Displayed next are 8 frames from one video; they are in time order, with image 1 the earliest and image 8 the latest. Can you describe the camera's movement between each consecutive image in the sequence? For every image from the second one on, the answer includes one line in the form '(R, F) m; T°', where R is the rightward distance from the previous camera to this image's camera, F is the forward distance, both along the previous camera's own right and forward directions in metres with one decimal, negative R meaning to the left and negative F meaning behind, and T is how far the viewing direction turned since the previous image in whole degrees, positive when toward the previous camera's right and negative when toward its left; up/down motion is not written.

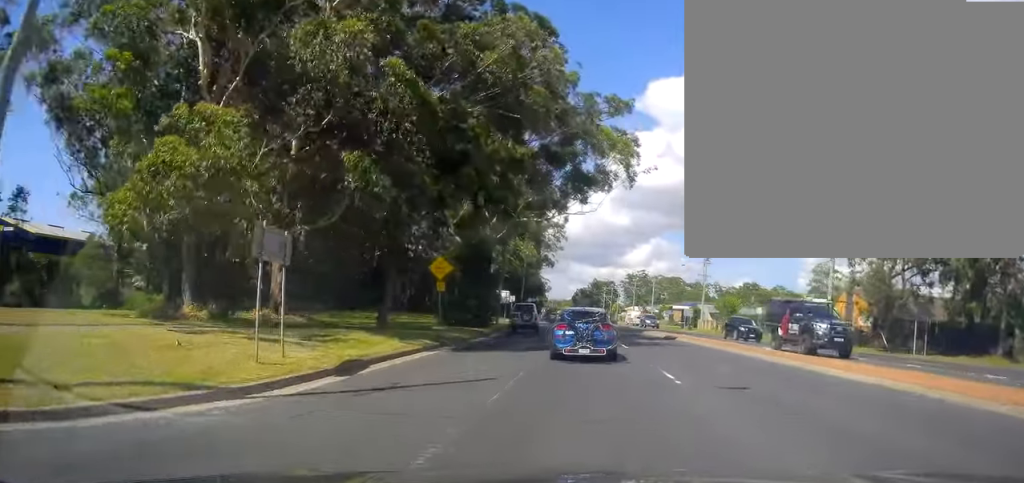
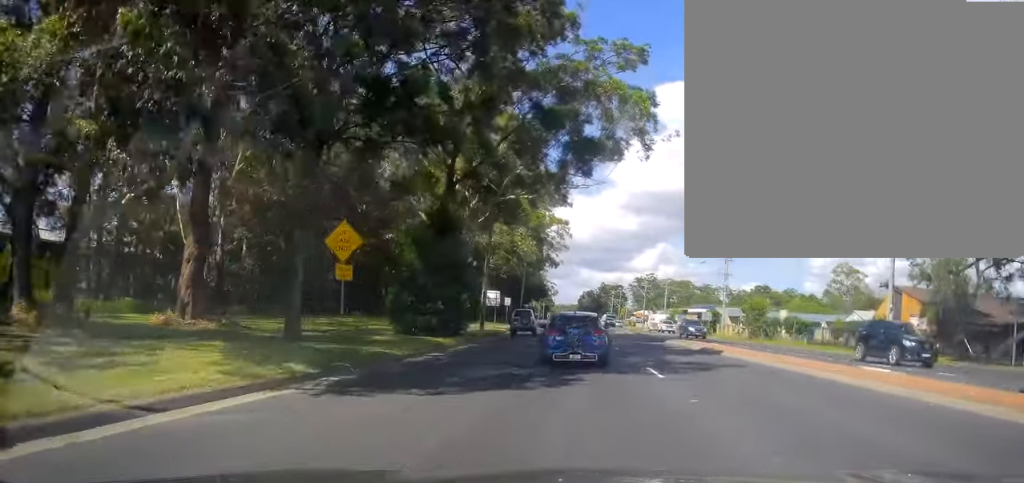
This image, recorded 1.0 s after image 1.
(+0.5, +10.1) m; +1°
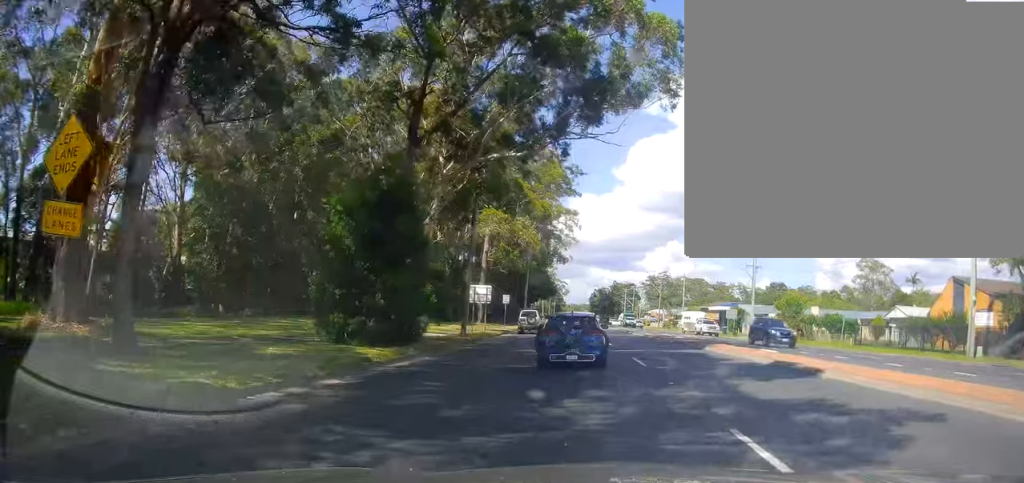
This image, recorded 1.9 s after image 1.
(-0.3, +9.1) m; -4°
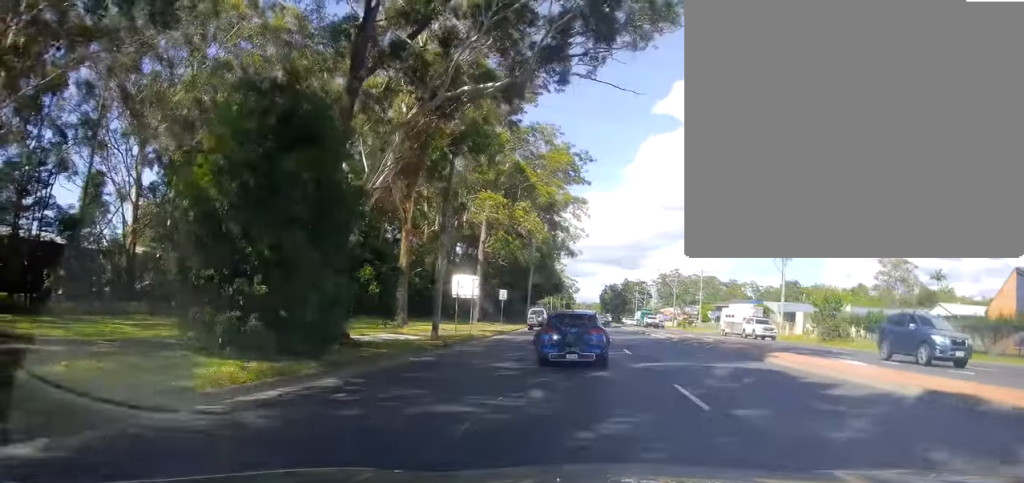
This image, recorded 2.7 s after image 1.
(-0.3, +7.5) m; -2°
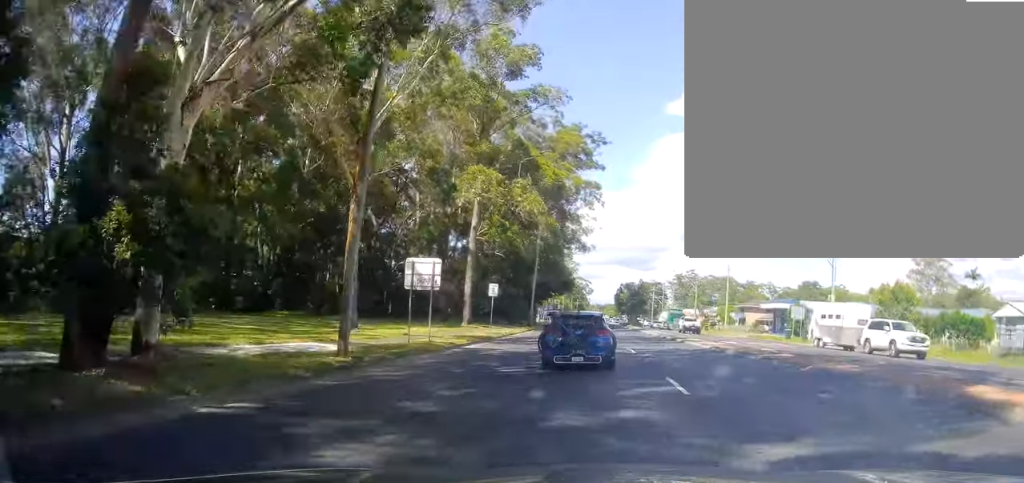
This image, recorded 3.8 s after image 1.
(0.0, +10.3) m; +2°
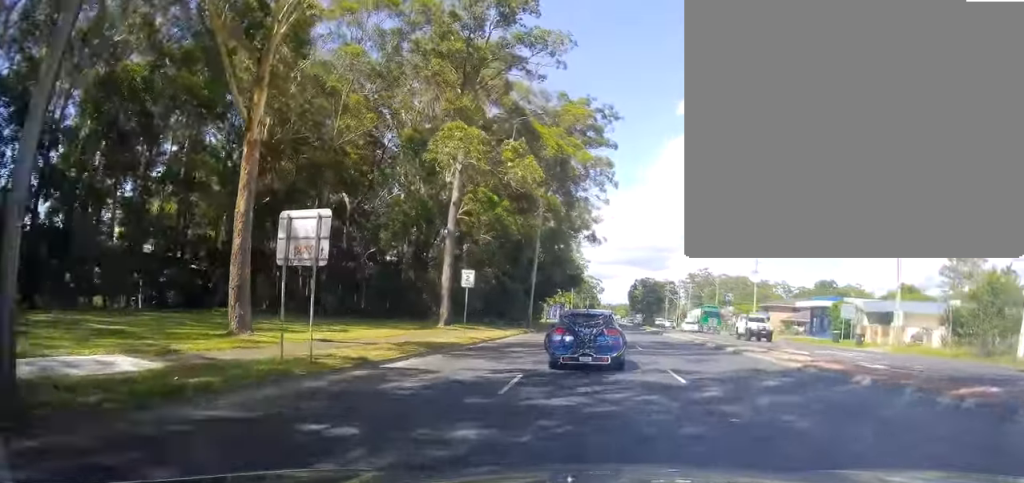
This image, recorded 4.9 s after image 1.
(+0.3, +10.4) m; 0°
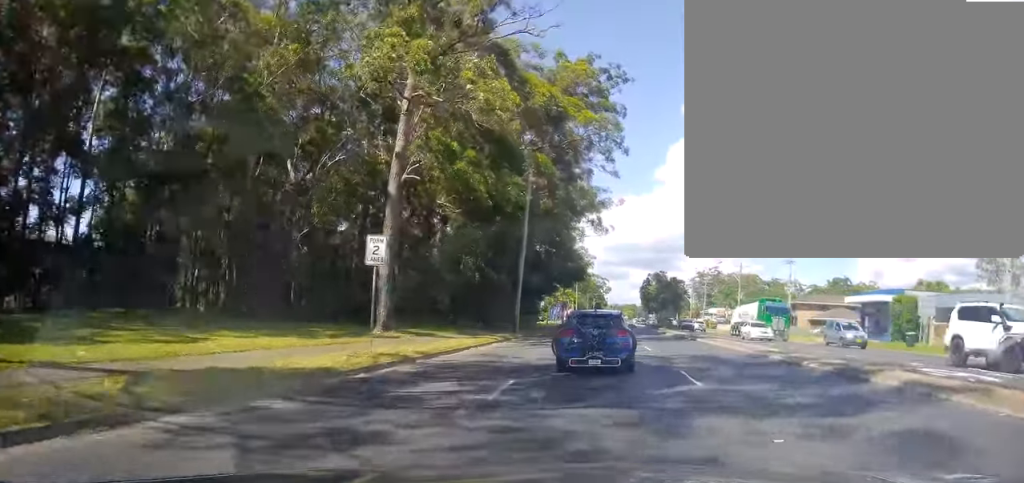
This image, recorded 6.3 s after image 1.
(-0.5, +12.7) m; -2°
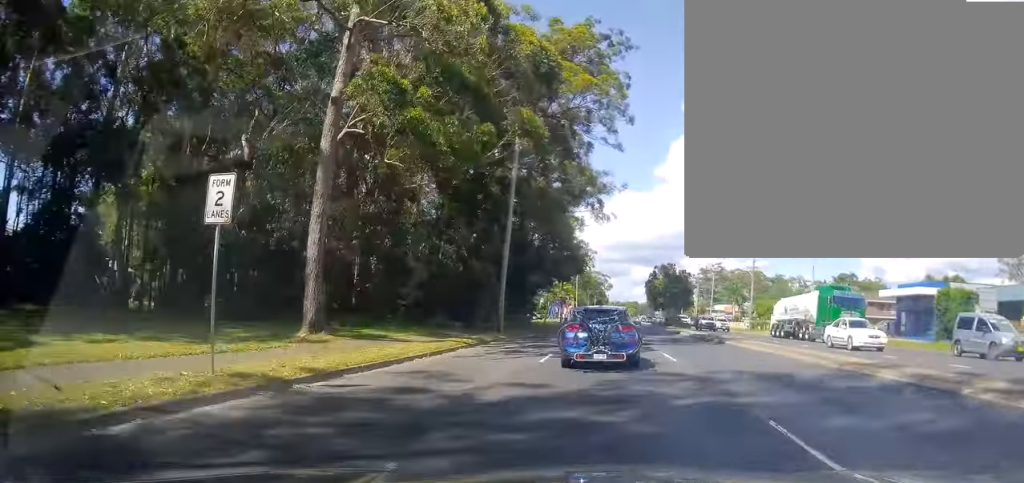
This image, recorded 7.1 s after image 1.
(0.0, +7.5) m; +1°
